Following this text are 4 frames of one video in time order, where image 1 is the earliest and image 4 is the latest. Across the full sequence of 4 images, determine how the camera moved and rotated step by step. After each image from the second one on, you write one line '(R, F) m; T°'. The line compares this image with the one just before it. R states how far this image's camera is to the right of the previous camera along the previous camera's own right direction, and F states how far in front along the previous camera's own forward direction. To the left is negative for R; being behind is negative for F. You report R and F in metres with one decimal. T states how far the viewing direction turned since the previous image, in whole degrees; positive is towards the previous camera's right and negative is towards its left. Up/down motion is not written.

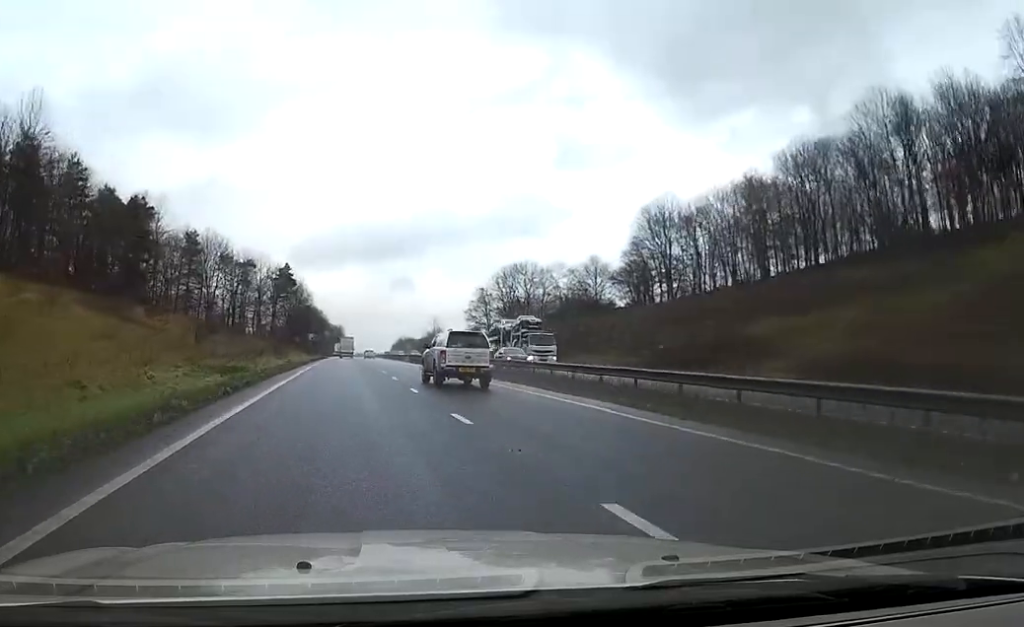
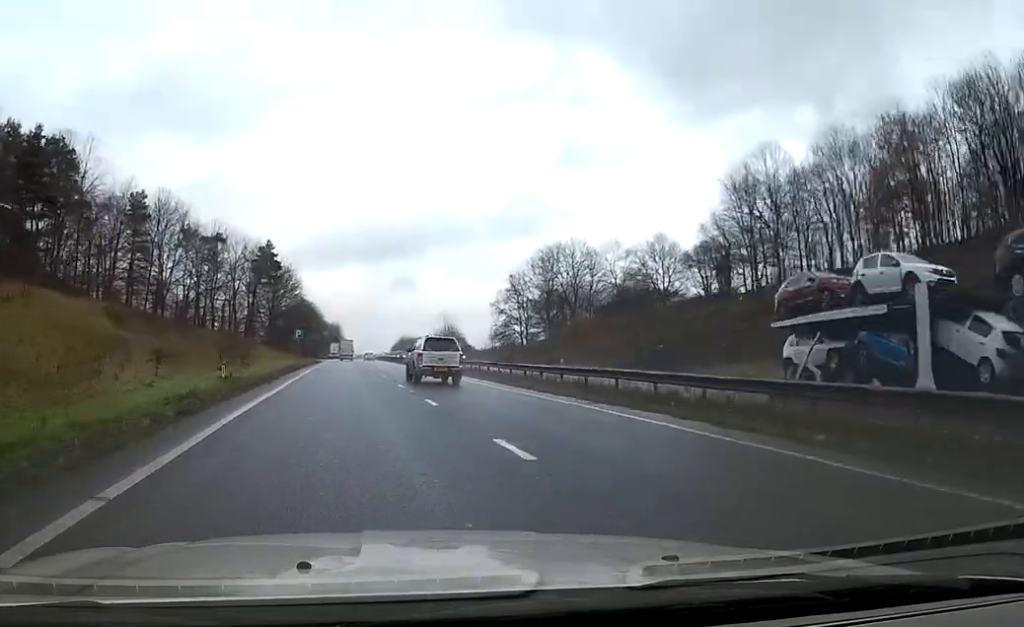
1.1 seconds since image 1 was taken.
(+0.4, +30.1) m; +1°
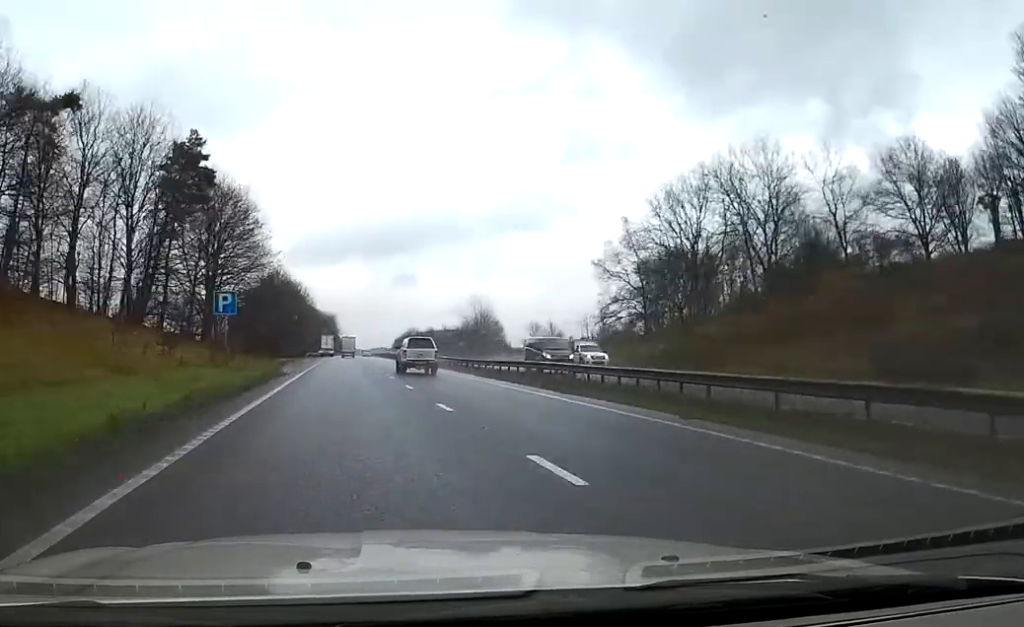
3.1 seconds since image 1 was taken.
(-0.6, +53.9) m; -1°
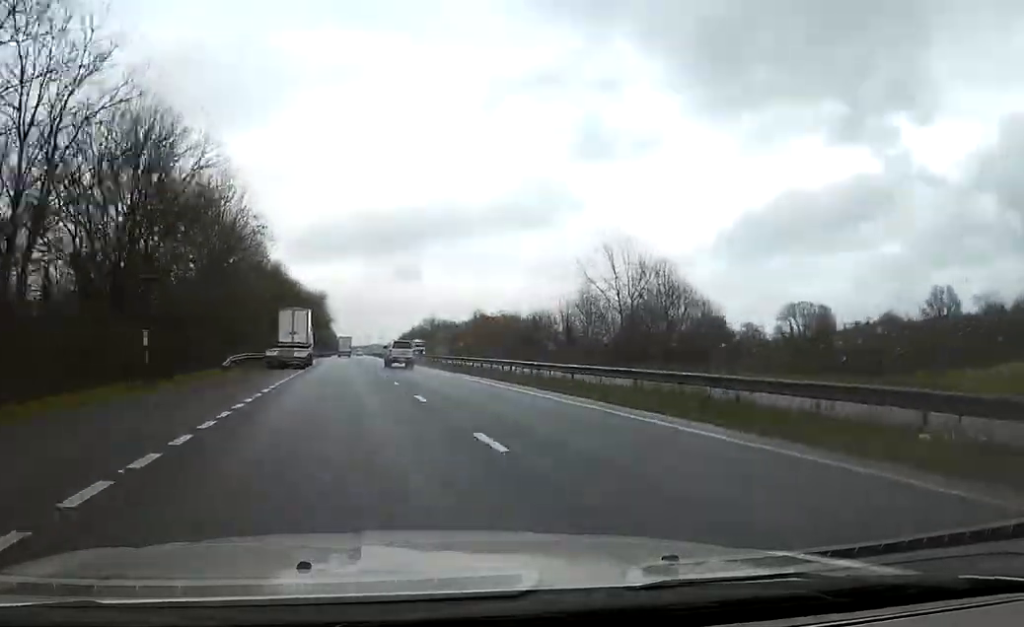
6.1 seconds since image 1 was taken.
(-0.1, +84.8) m; 0°
